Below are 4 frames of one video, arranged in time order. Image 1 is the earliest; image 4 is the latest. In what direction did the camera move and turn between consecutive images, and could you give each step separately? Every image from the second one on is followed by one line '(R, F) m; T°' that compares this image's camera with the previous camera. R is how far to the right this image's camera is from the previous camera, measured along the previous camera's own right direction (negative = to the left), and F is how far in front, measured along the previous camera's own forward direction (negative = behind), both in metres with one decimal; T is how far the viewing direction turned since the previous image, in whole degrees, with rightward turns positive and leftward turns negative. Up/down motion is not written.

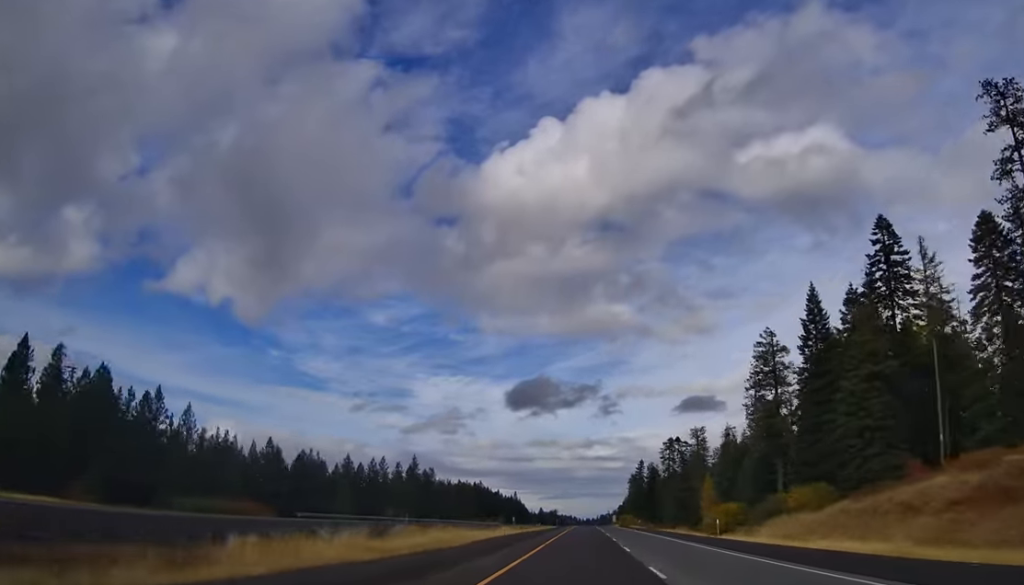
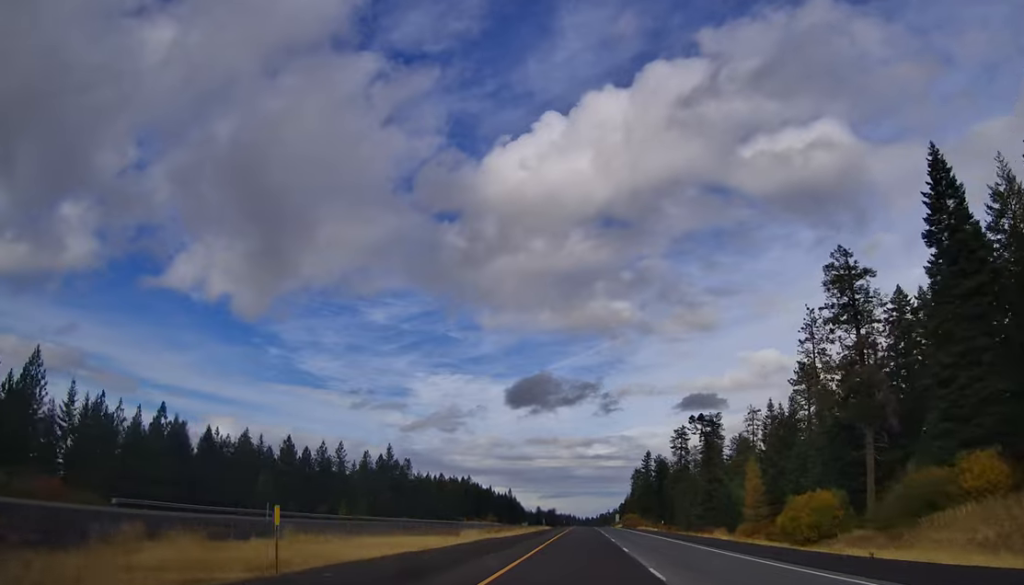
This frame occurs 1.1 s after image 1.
(-0.8, +37.2) m; -1°
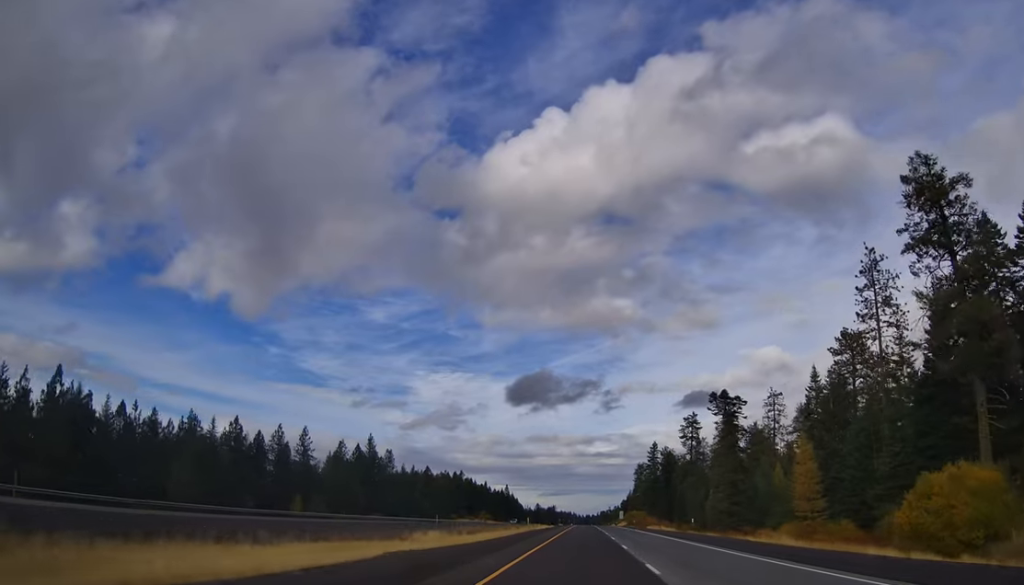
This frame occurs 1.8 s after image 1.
(+0.2, +23.7) m; 0°
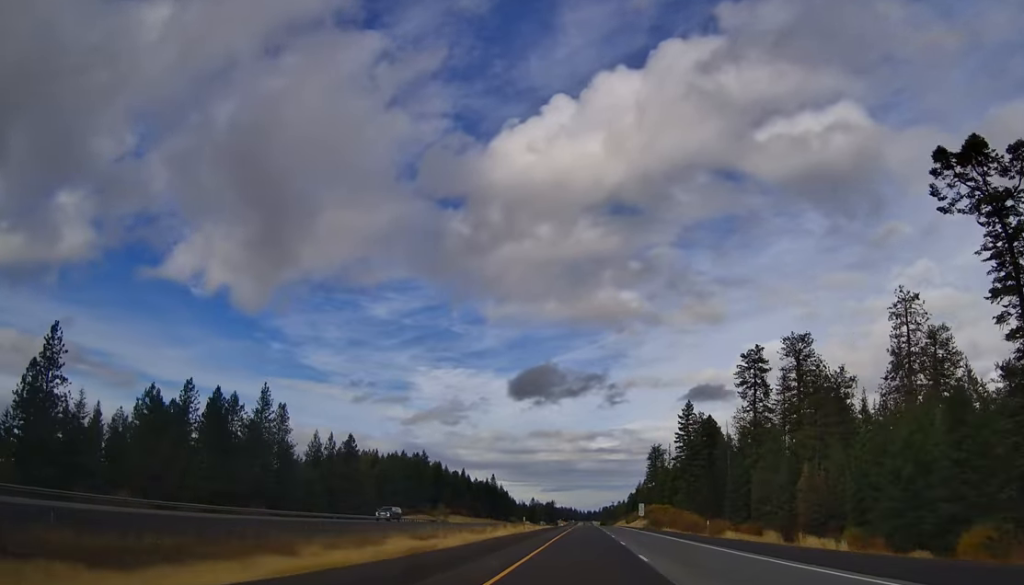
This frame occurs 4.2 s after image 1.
(+0.2, +81.8) m; 0°
